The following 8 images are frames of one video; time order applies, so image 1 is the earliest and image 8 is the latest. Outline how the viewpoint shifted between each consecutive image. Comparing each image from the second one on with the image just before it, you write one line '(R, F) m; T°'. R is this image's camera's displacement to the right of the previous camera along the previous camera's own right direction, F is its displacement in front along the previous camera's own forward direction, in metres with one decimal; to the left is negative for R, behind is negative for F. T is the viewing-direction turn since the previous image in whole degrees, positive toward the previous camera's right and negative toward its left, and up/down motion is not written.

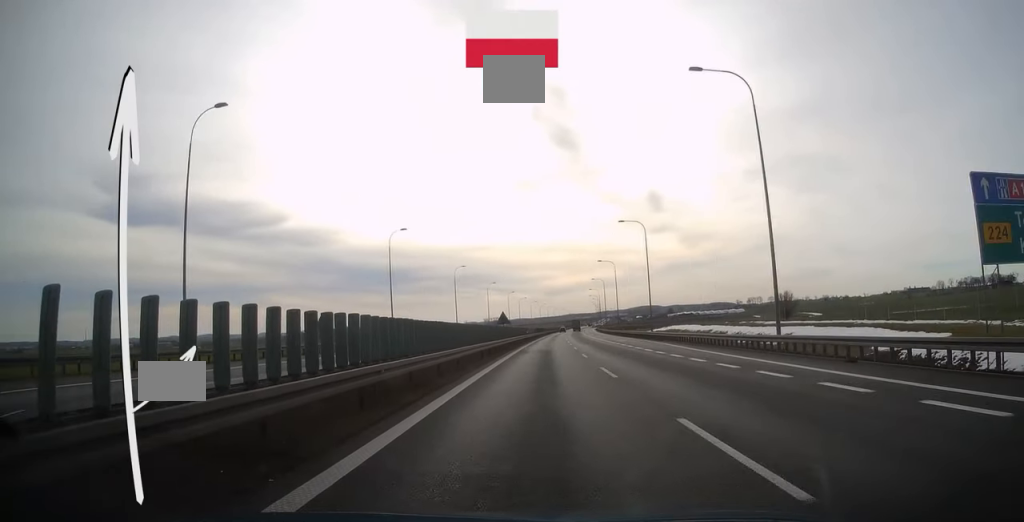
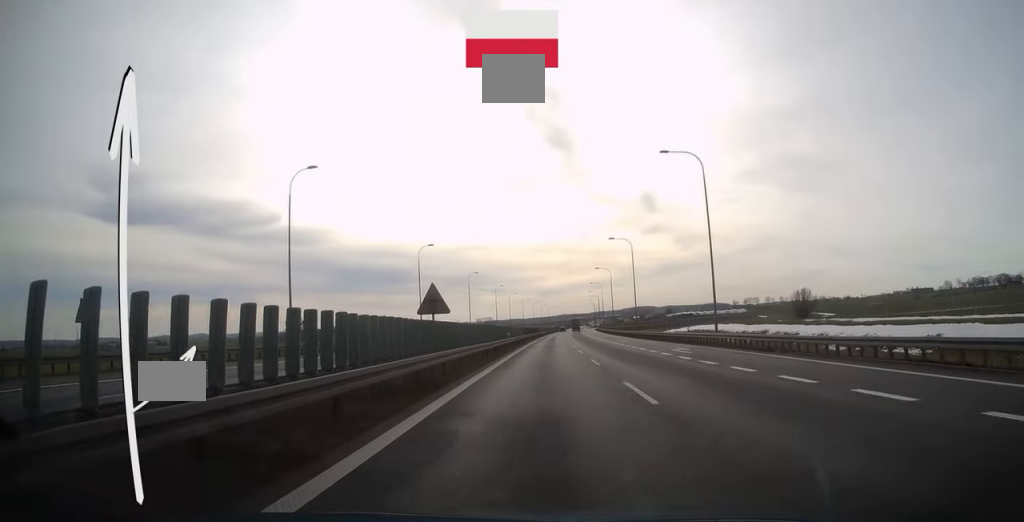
(+0.1, +29.3) m; +1°
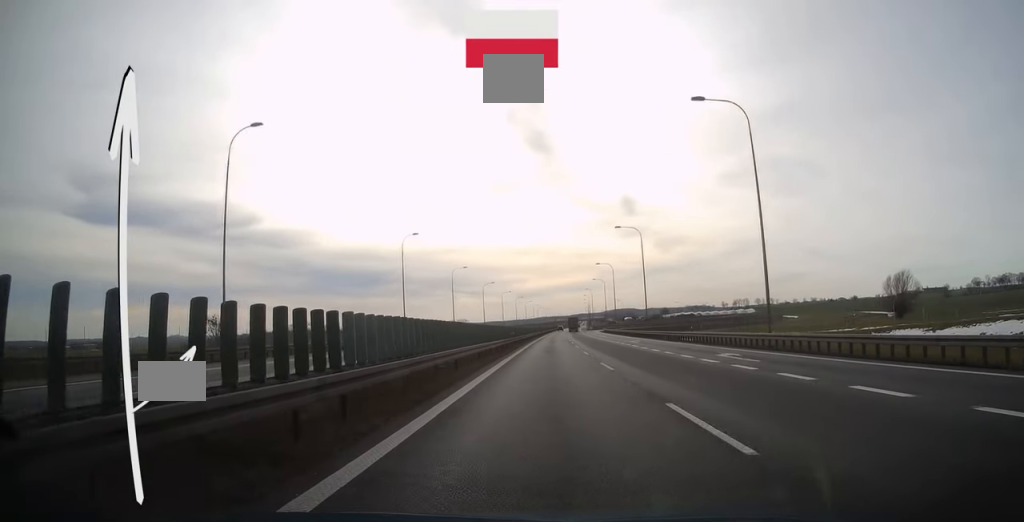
(+1.7, +99.0) m; +2°
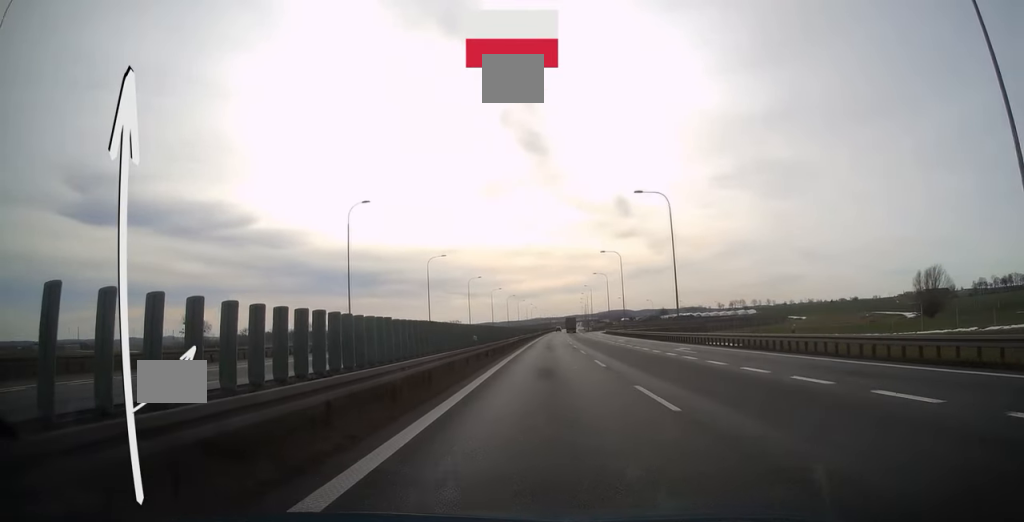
(0.0, +20.8) m; 0°
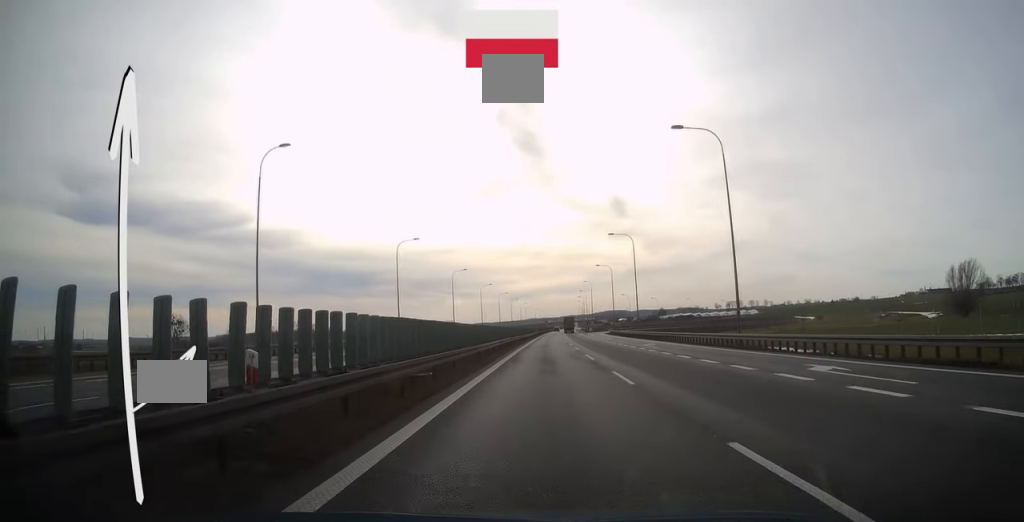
(+0.1, +19.1) m; 0°
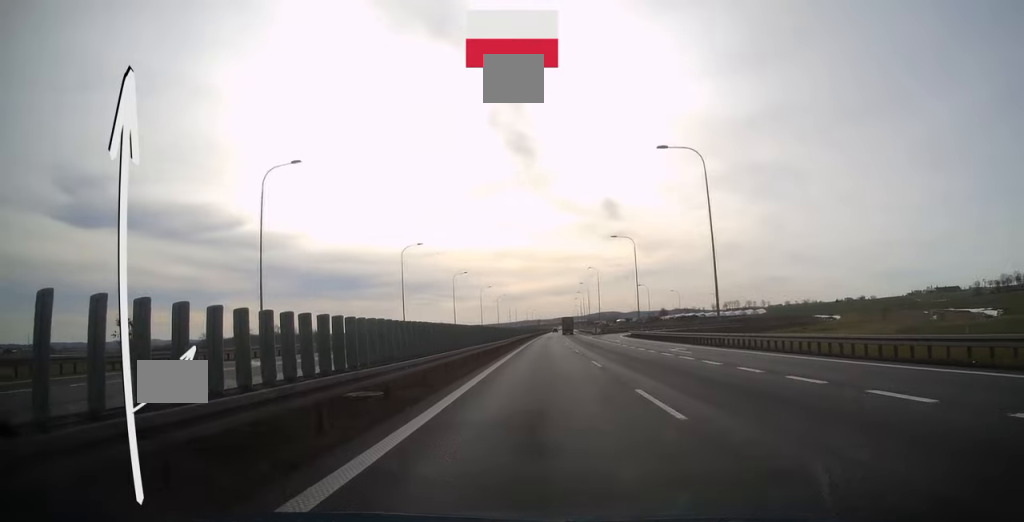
(+0.3, +40.8) m; +1°
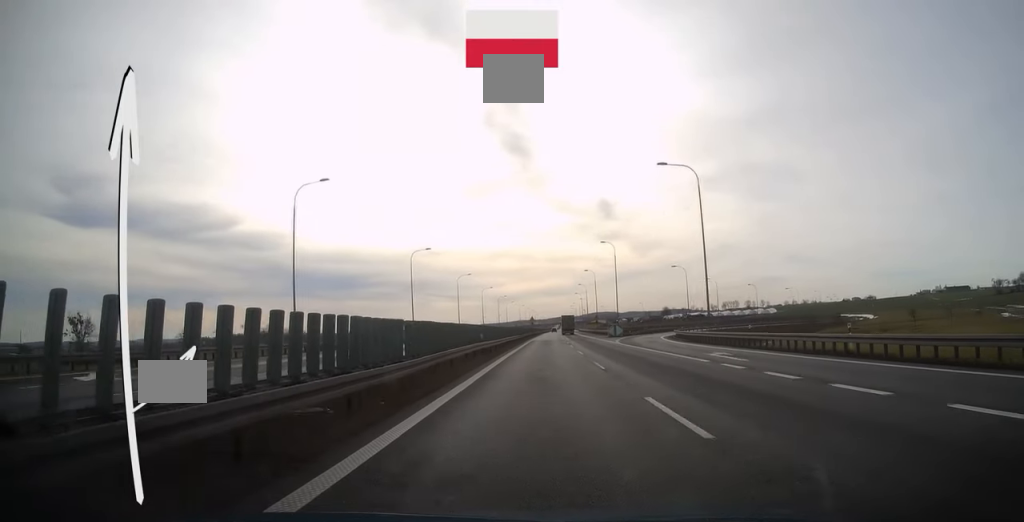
(+0.2, +38.4) m; +1°
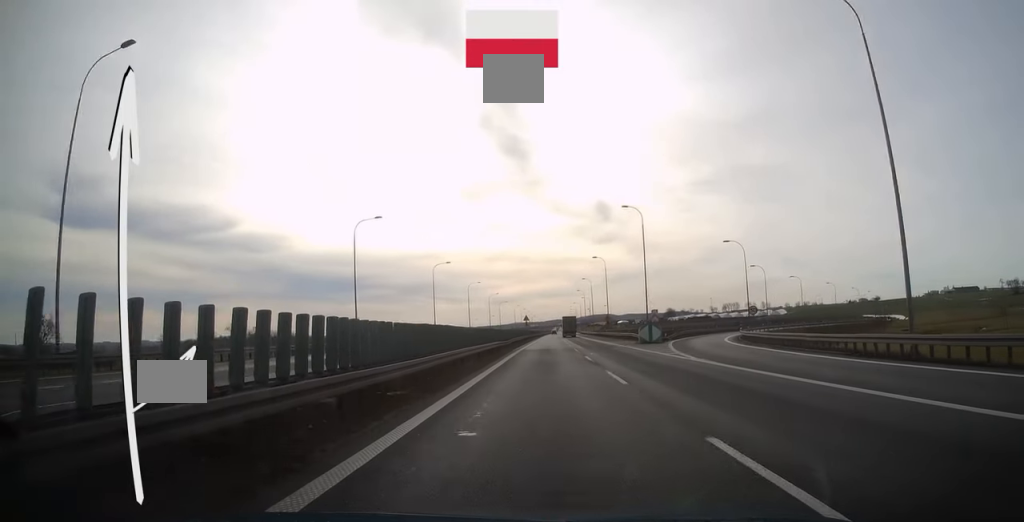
(+0.1, +28.0) m; 0°
